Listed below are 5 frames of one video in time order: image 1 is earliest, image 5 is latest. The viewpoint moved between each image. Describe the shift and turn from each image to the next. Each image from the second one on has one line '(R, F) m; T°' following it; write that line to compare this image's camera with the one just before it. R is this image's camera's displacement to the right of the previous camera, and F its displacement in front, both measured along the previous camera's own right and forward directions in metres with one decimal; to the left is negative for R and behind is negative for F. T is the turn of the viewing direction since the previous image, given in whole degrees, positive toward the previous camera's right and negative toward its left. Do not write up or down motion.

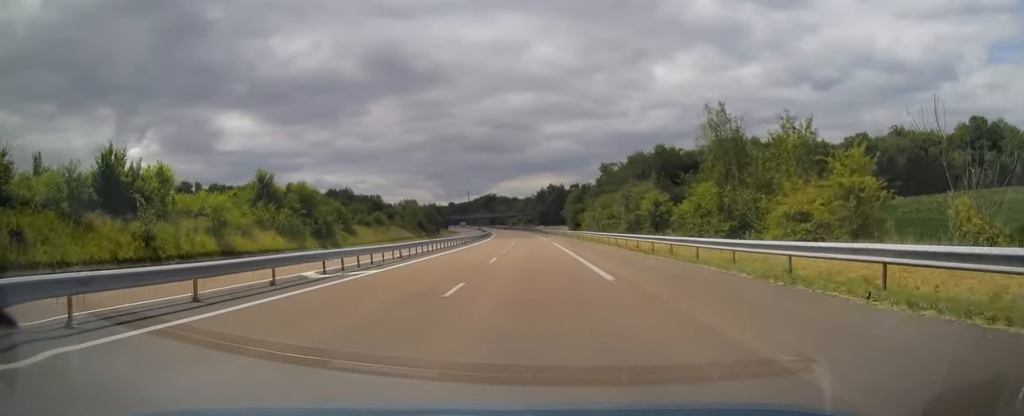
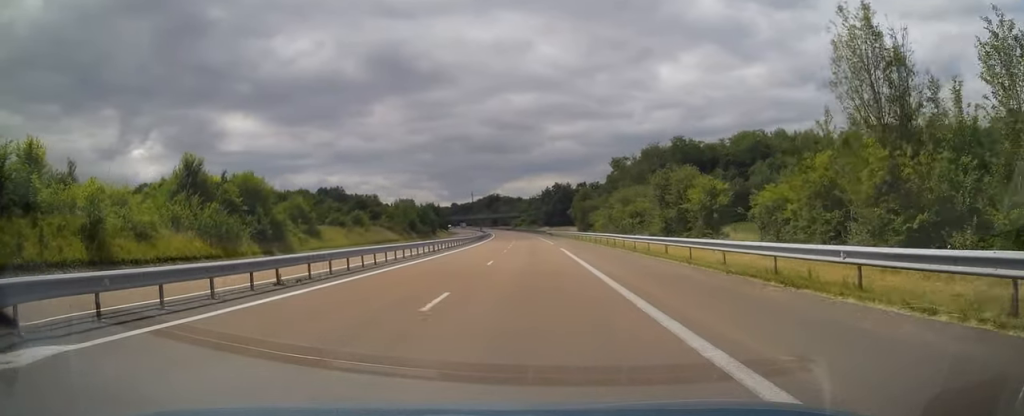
(-0.1, +15.3) m; 0°
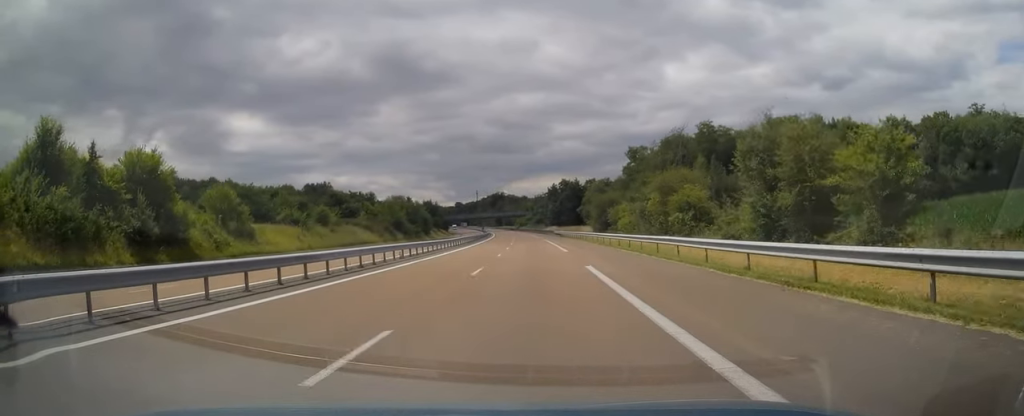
(-0.1, +18.2) m; 0°
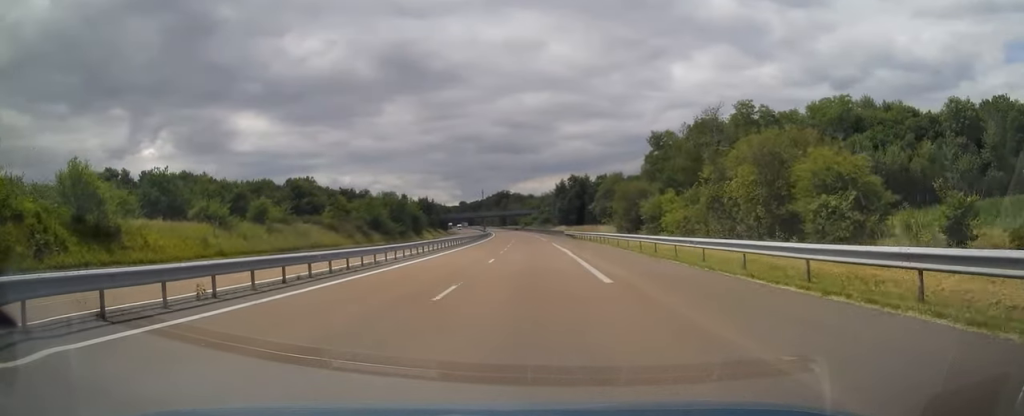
(+0.1, +19.7) m; 0°
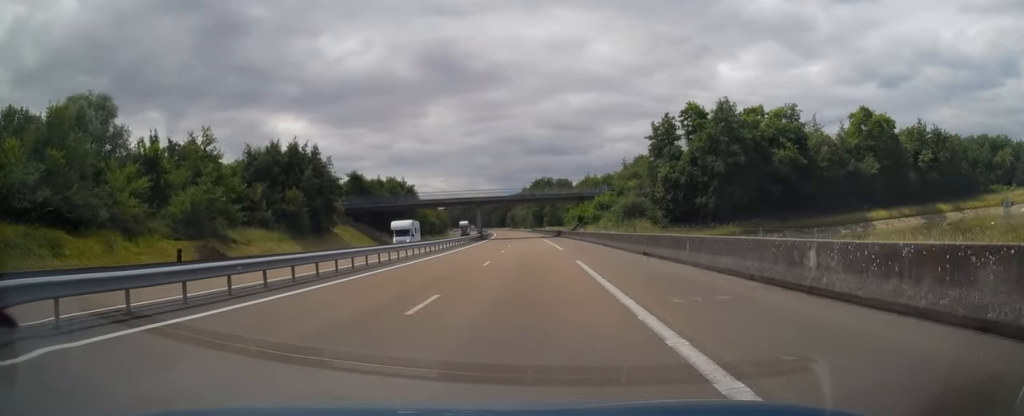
(-5.6, +133.6) m; -5°
